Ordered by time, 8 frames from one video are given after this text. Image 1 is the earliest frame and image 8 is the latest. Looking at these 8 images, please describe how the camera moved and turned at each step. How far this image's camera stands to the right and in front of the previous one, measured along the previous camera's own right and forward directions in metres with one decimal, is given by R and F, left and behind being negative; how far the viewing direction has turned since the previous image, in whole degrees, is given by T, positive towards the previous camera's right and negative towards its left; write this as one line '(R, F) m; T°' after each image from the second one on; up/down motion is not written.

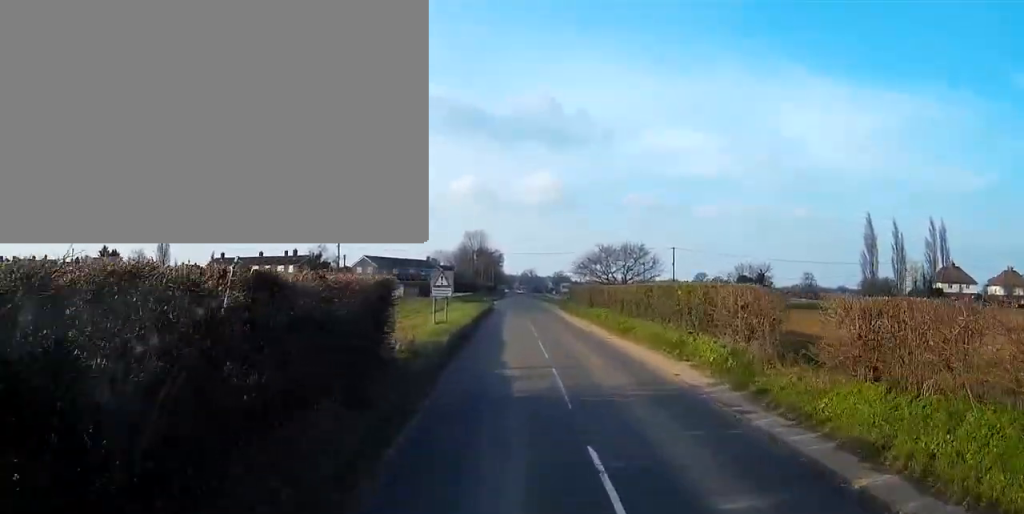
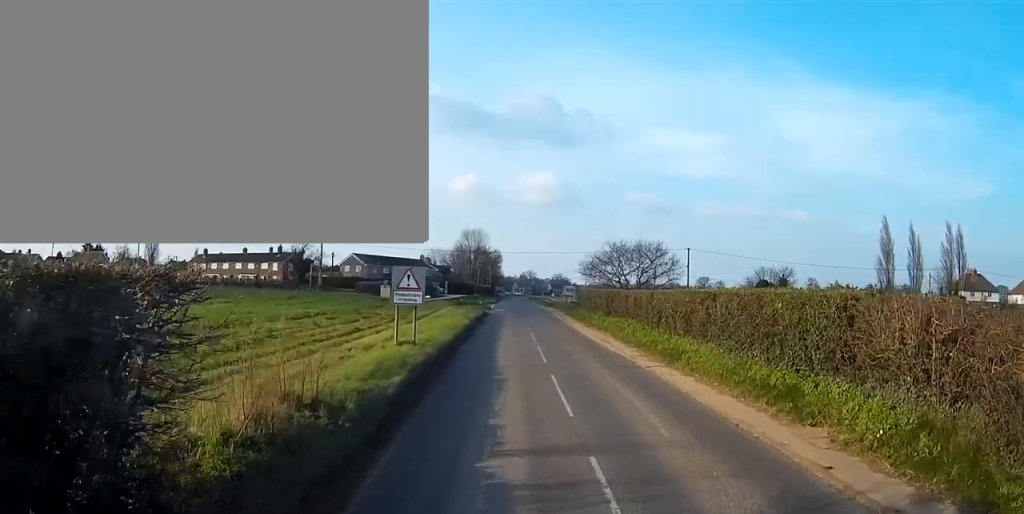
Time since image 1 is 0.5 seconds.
(0.0, +9.9) m; 0°
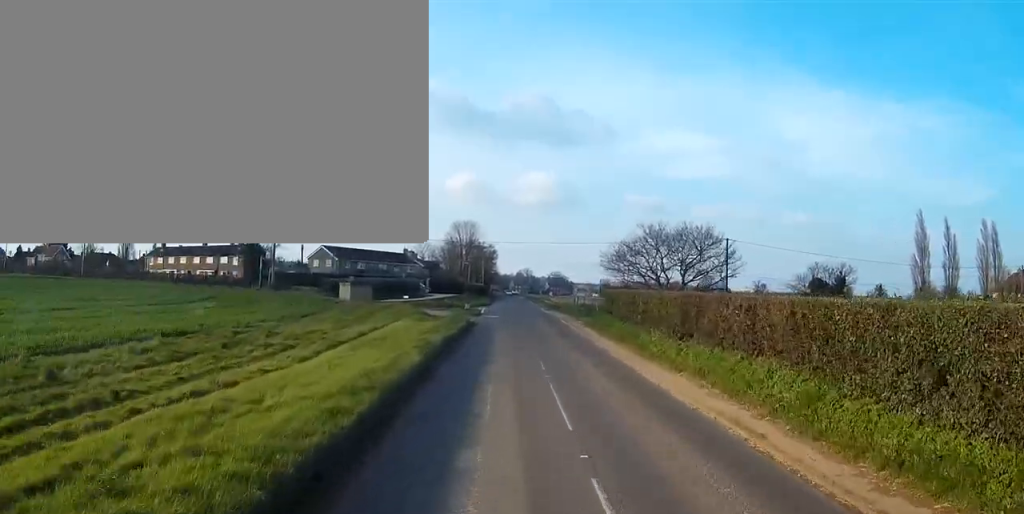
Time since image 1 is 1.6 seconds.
(-0.1, +19.8) m; 0°
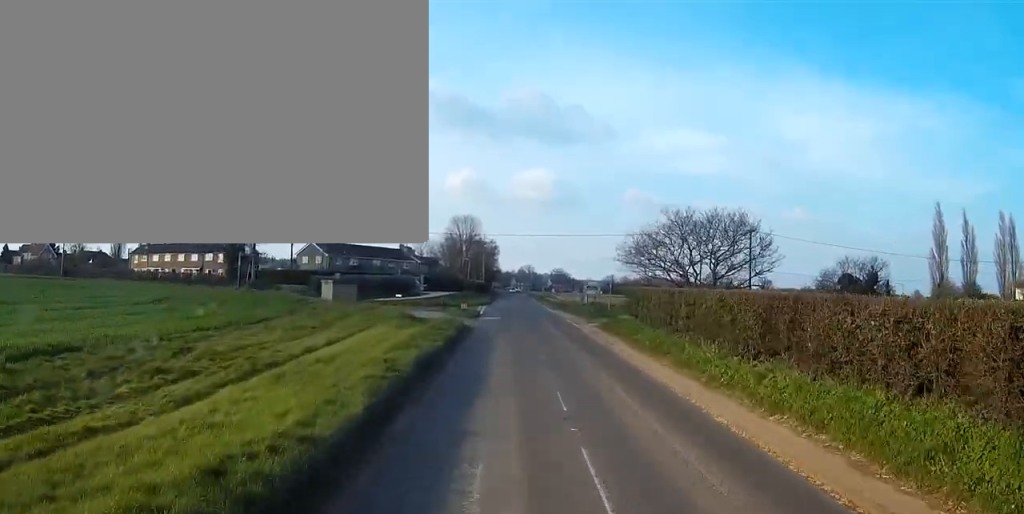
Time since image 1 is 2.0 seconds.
(0.0, +7.5) m; 0°
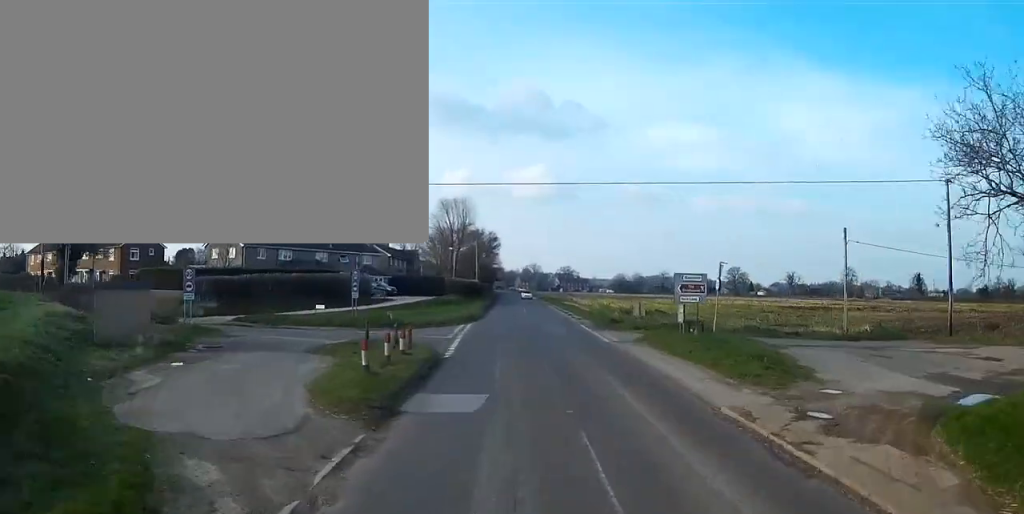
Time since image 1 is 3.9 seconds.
(+0.1, +35.8) m; 0°
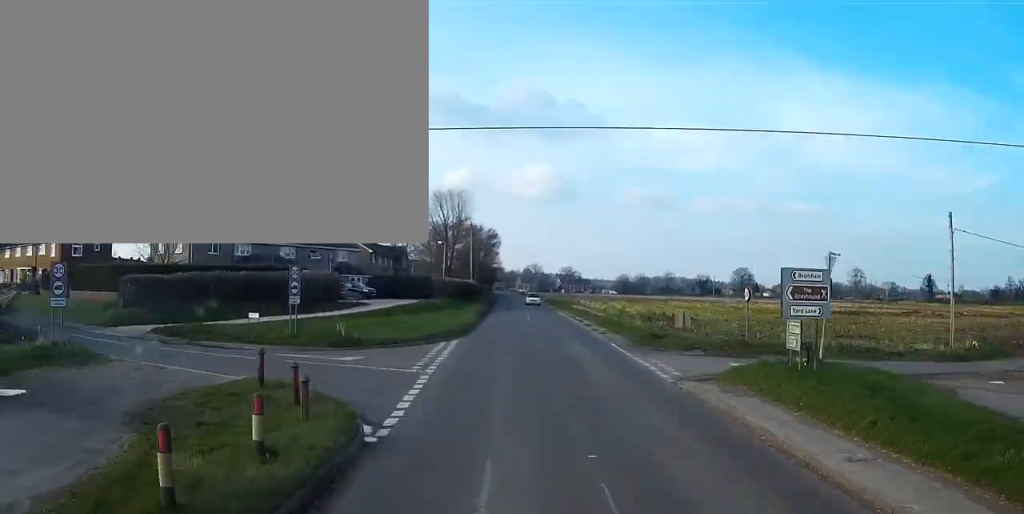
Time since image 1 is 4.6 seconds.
(0.0, +12.6) m; 0°
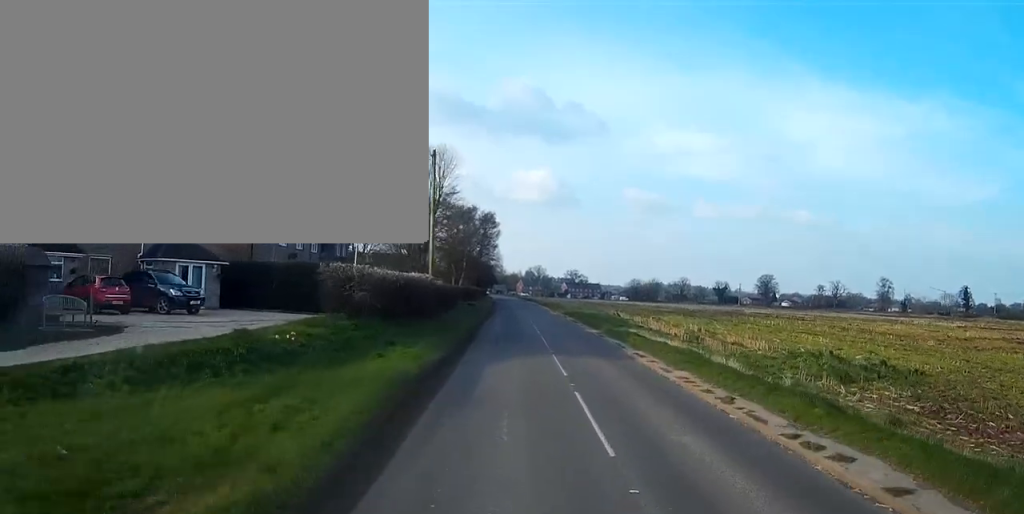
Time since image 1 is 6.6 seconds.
(-0.1, +38.8) m; 0°
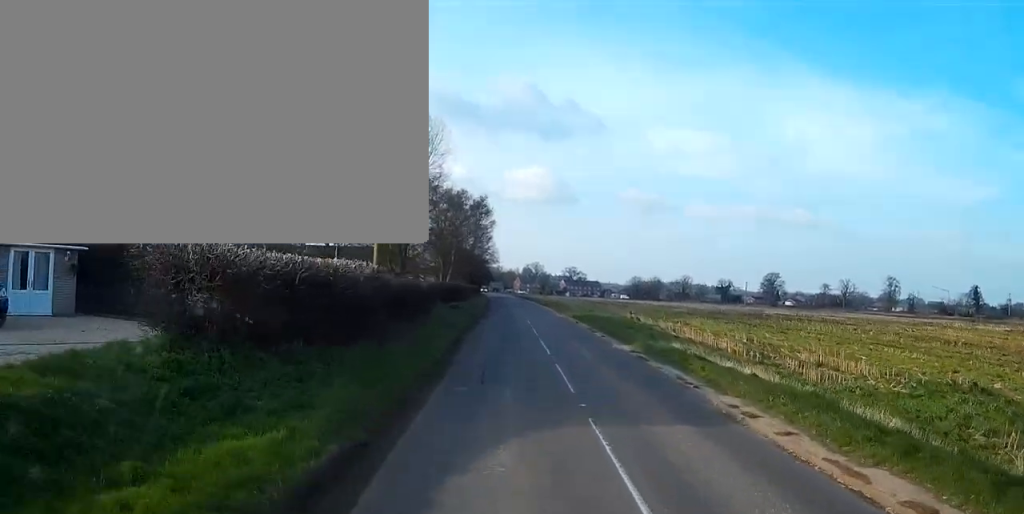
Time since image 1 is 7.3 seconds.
(0.0, +12.8) m; 0°
